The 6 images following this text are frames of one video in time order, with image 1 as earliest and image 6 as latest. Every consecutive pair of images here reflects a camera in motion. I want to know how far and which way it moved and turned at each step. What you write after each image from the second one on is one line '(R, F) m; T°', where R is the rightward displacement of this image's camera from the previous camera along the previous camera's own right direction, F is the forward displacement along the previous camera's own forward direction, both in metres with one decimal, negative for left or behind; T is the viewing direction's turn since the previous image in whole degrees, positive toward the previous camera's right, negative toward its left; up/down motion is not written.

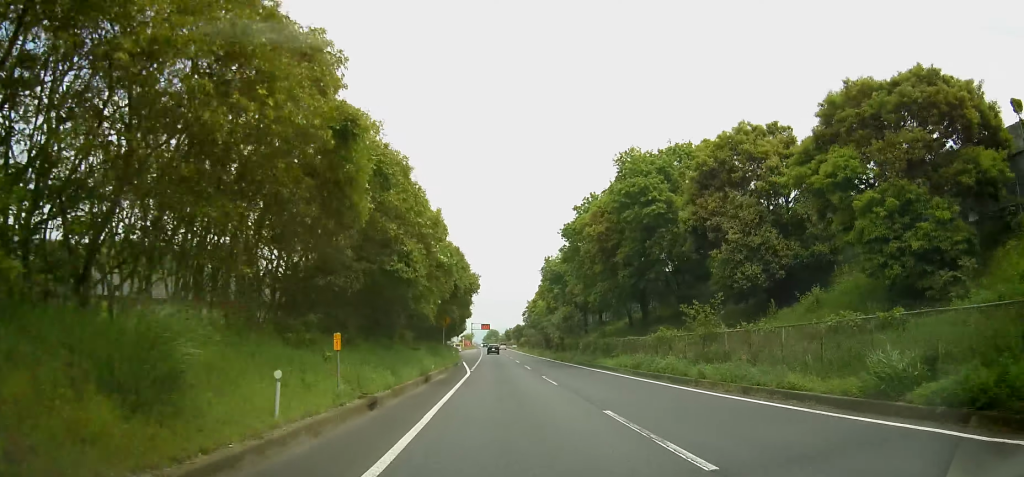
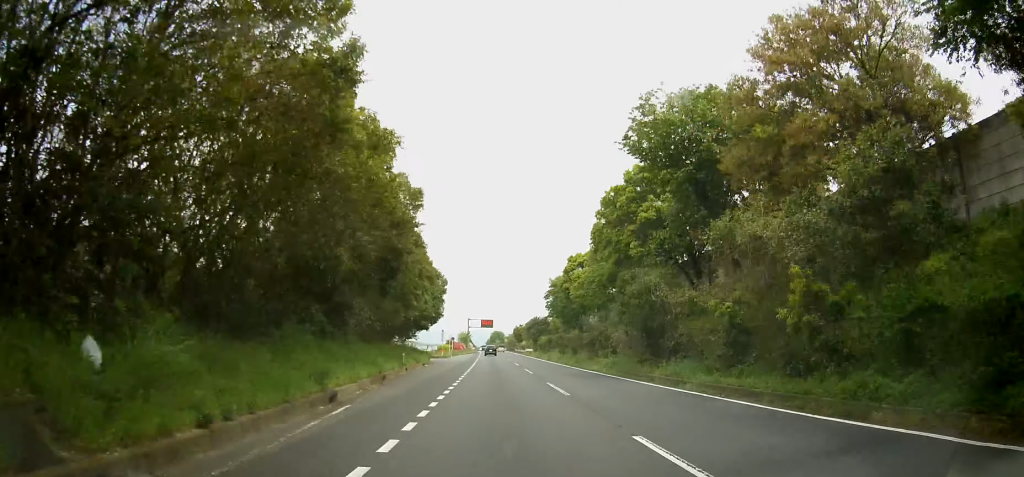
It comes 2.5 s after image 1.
(0.0, +47.7) m; 0°
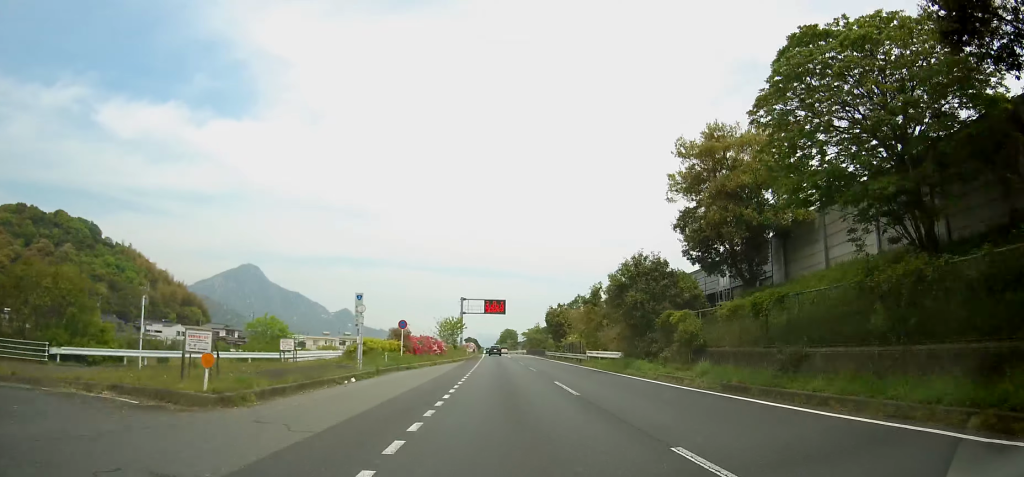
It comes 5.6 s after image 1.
(-0.5, +60.2) m; -1°
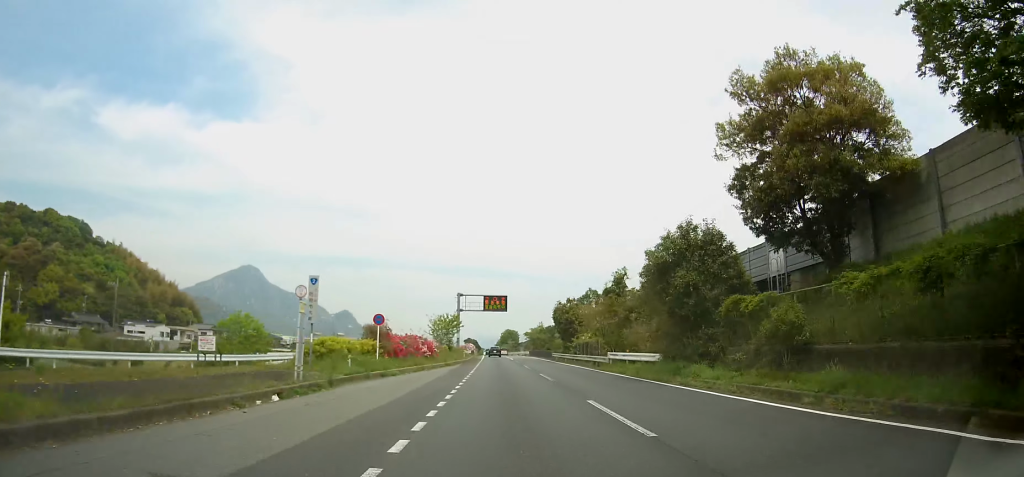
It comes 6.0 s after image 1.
(0.0, +7.8) m; 0°
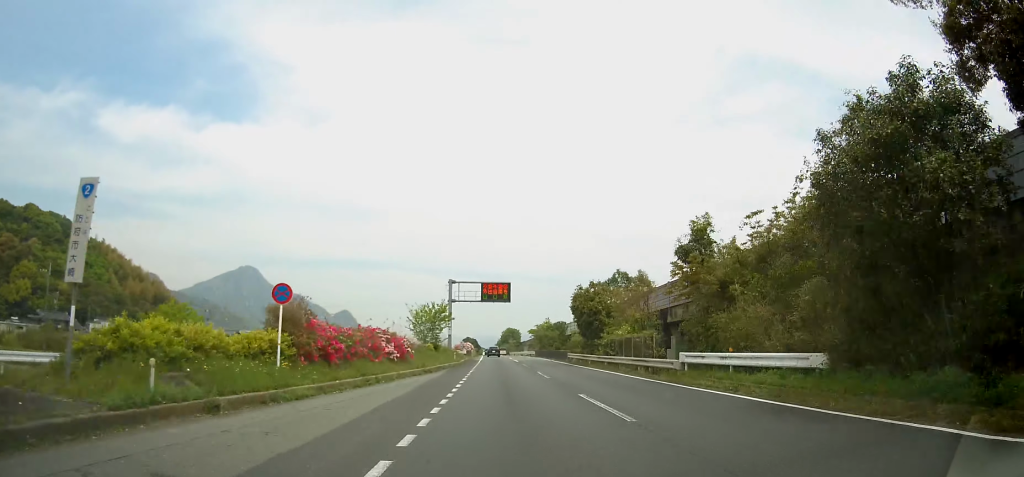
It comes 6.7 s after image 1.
(0.0, +13.7) m; 0°
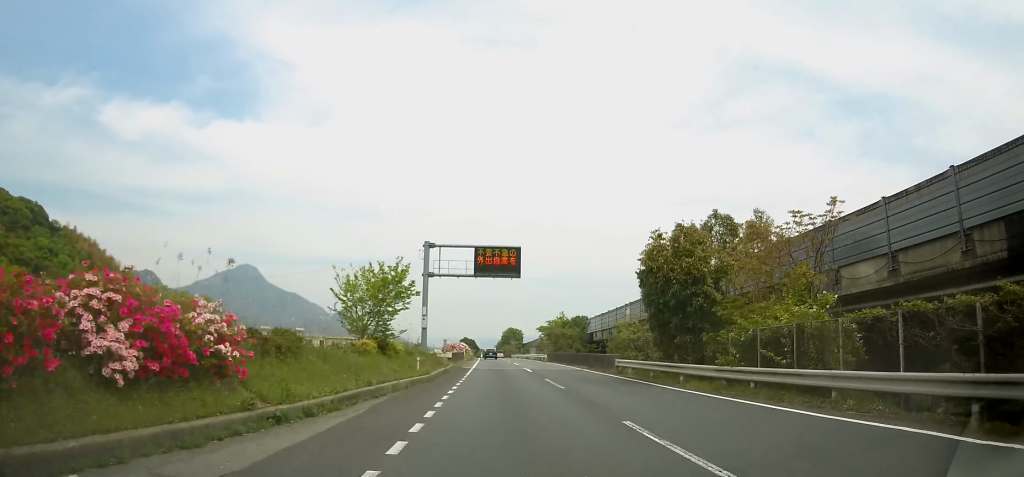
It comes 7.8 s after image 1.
(+0.1, +20.7) m; 0°
